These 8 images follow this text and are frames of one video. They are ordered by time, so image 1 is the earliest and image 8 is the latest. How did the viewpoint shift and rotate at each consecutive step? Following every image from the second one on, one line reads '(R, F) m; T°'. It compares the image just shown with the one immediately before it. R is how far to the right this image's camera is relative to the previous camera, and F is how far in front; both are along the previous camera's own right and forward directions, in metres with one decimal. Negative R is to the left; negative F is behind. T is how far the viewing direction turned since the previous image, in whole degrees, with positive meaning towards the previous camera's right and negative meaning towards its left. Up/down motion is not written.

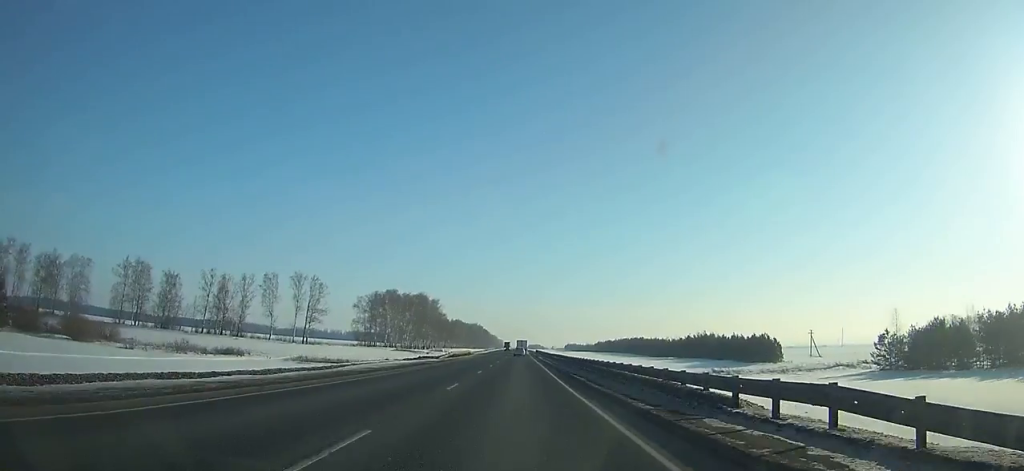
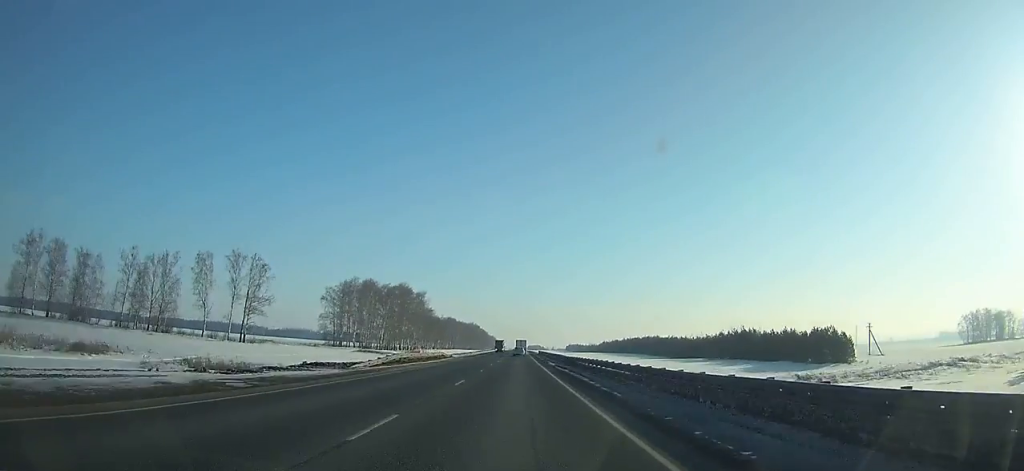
(-0.1, +34.1) m; 0°
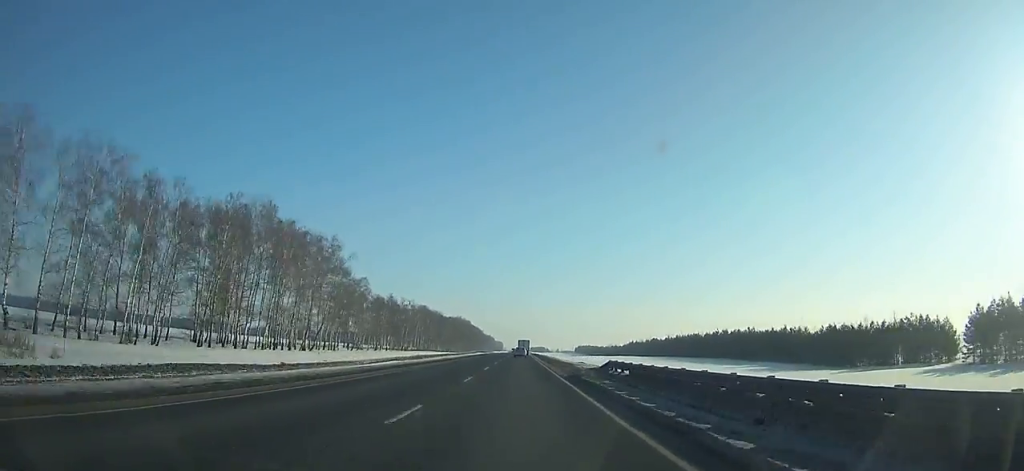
(+0.3, +106.1) m; 0°
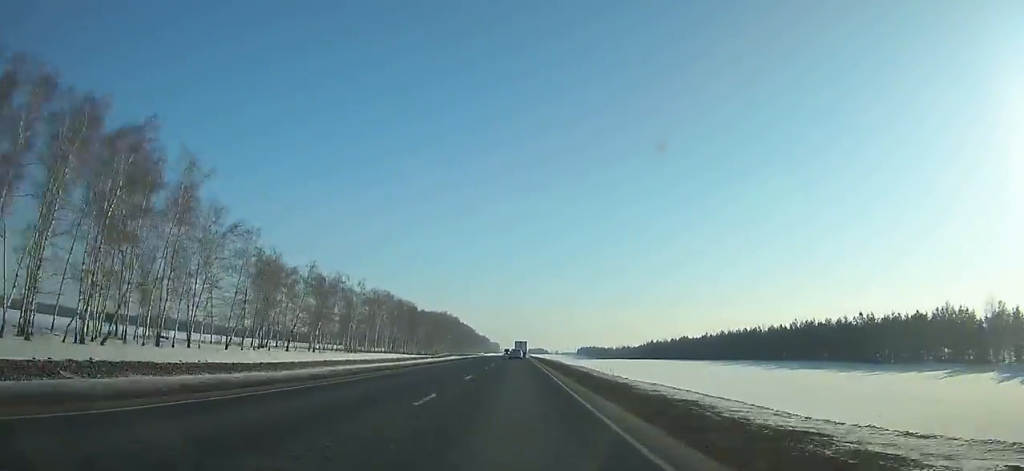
(0.0, +57.0) m; 0°
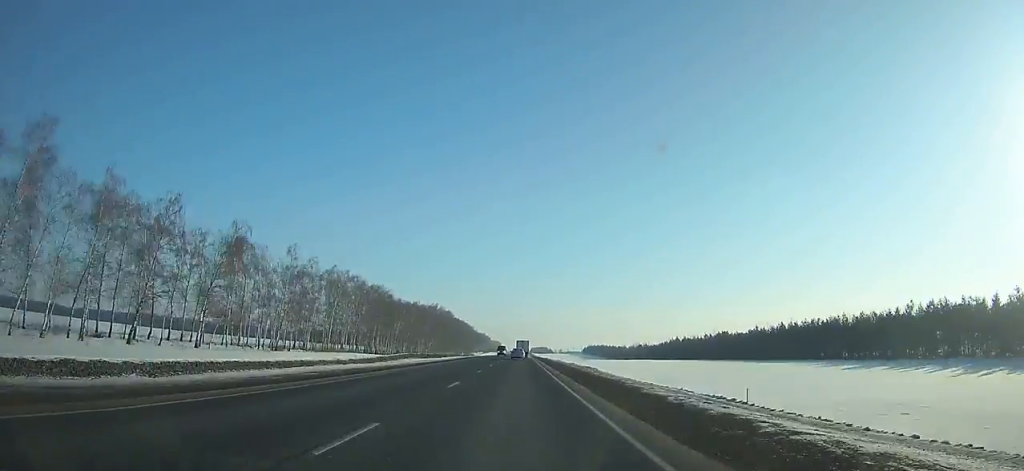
(0.0, +42.2) m; 0°
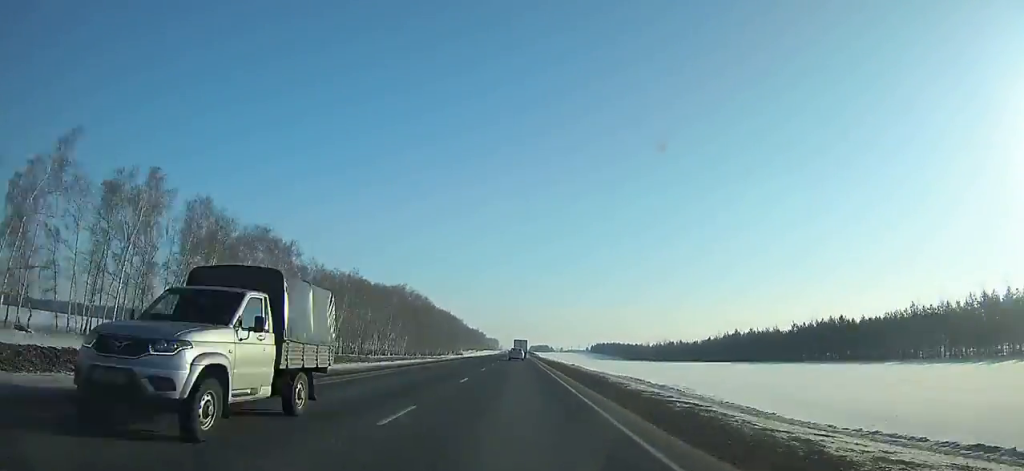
(-0.1, +69.3) m; 0°
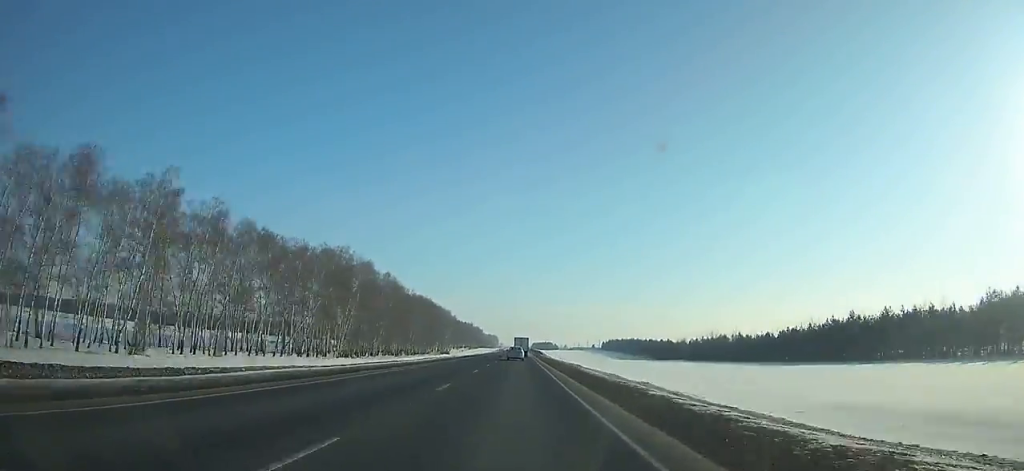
(-0.1, +63.8) m; 0°
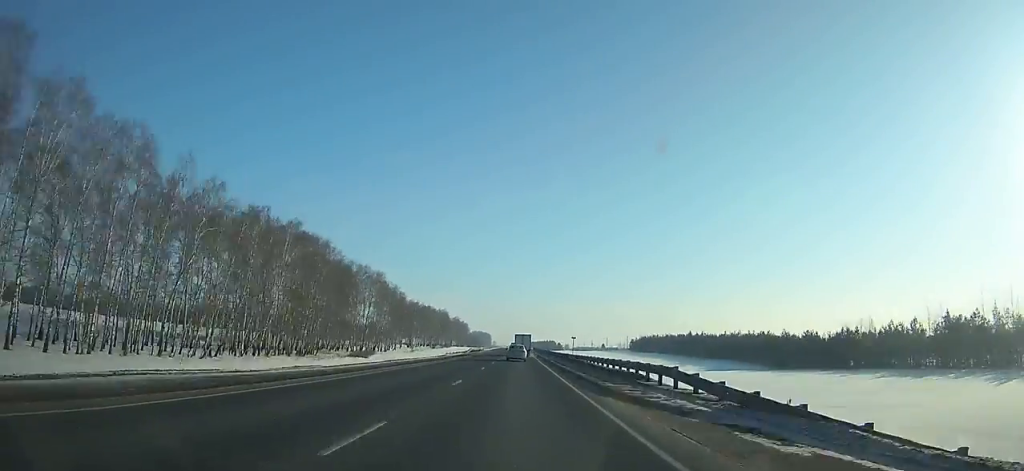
(+0.1, +130.0) m; 0°
